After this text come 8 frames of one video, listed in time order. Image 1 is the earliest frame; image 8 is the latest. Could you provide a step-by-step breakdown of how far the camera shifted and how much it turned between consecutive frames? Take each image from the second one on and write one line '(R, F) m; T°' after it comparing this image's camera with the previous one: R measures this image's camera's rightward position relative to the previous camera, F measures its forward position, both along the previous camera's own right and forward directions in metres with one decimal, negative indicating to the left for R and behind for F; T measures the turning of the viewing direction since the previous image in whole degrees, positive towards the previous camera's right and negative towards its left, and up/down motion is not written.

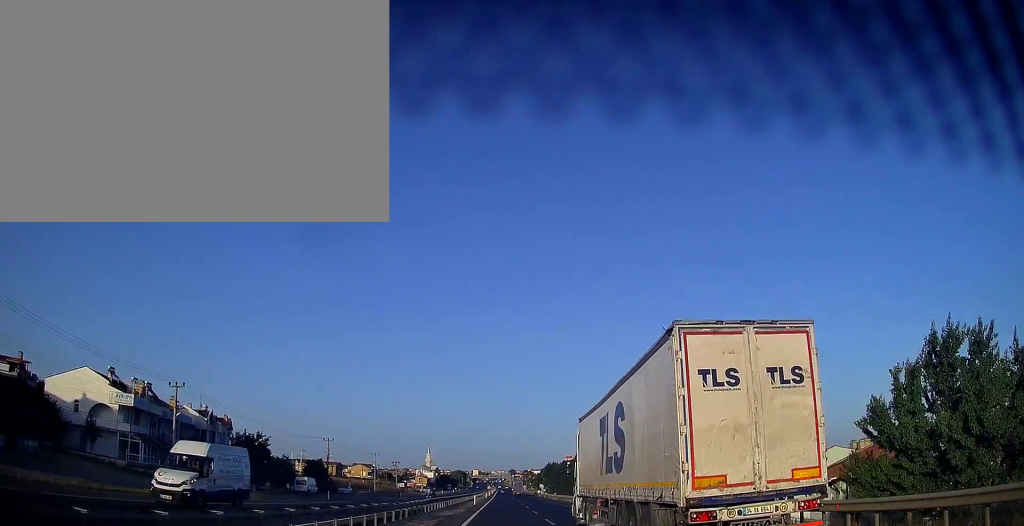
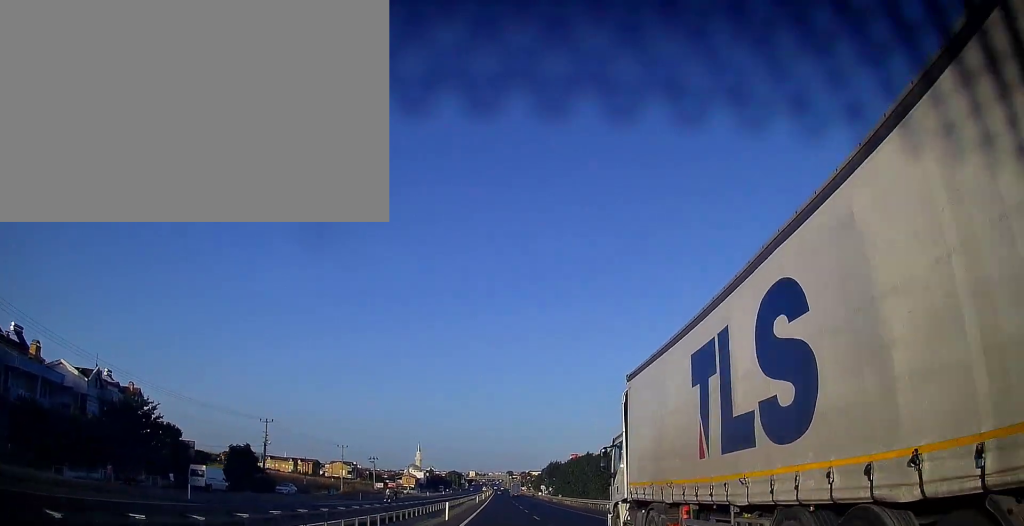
(+0.1, +29.5) m; 0°
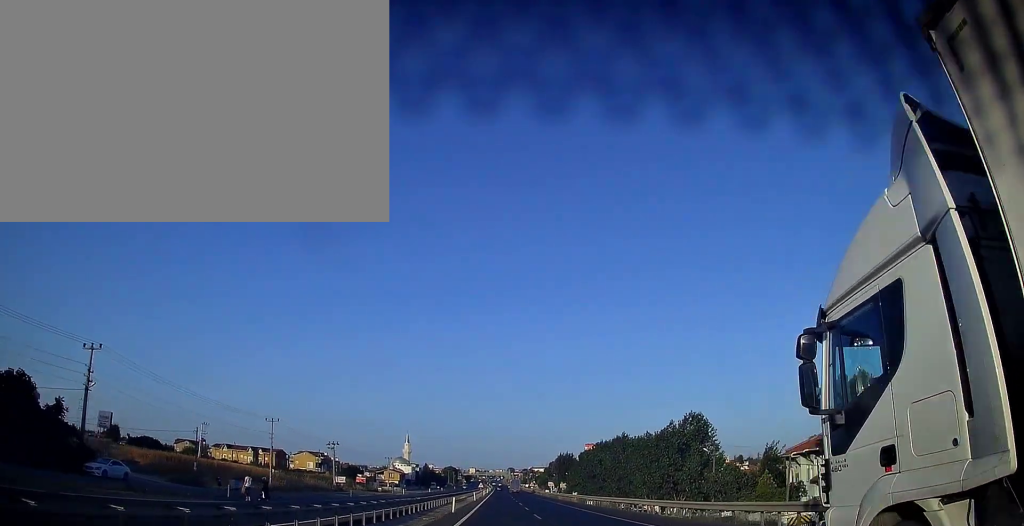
(+0.1, +38.3) m; 0°
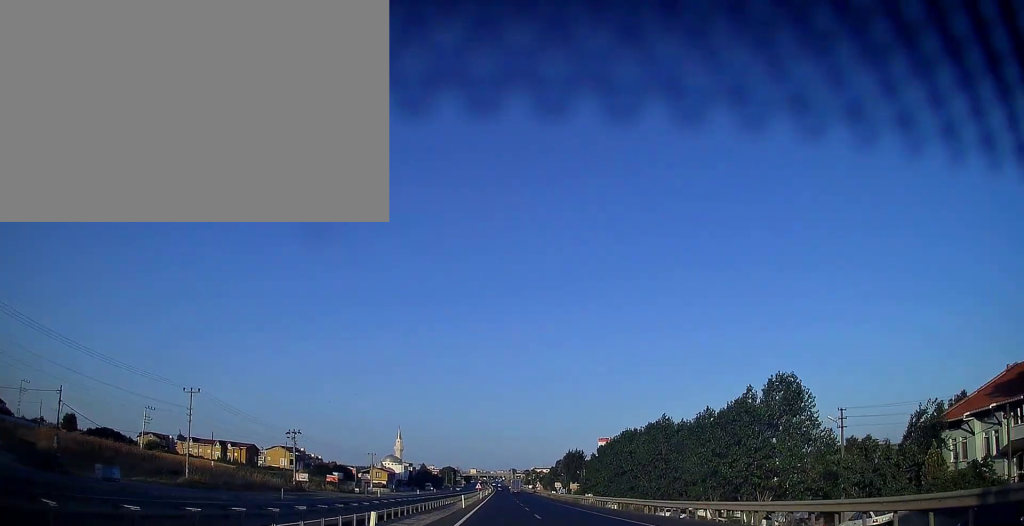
(-0.1, +23.5) m; 0°
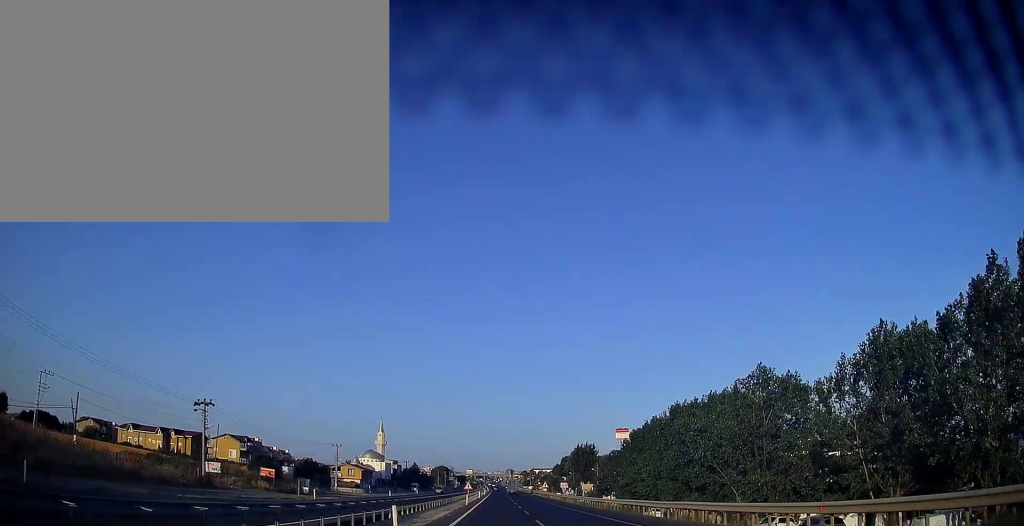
(+0.1, +29.3) m; 0°
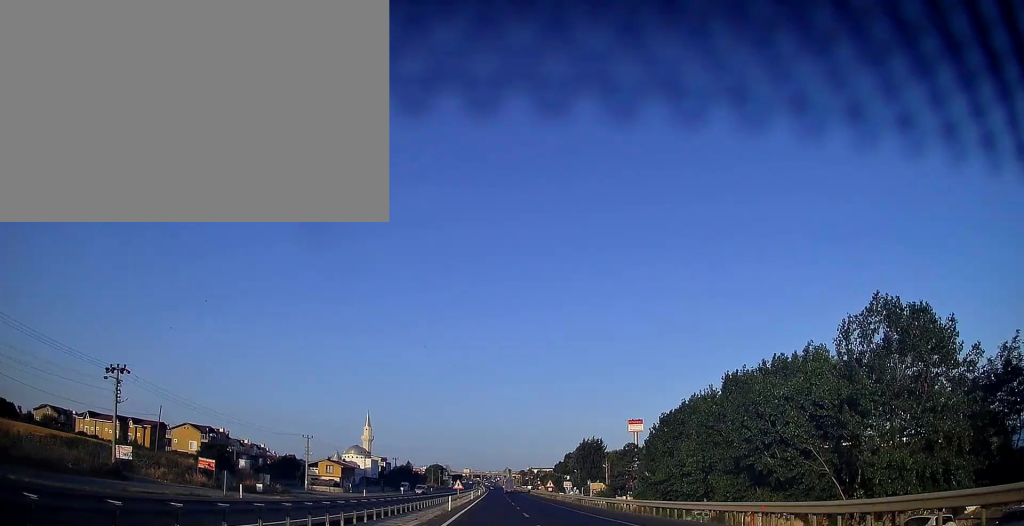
(0.0, +16.6) m; 0°
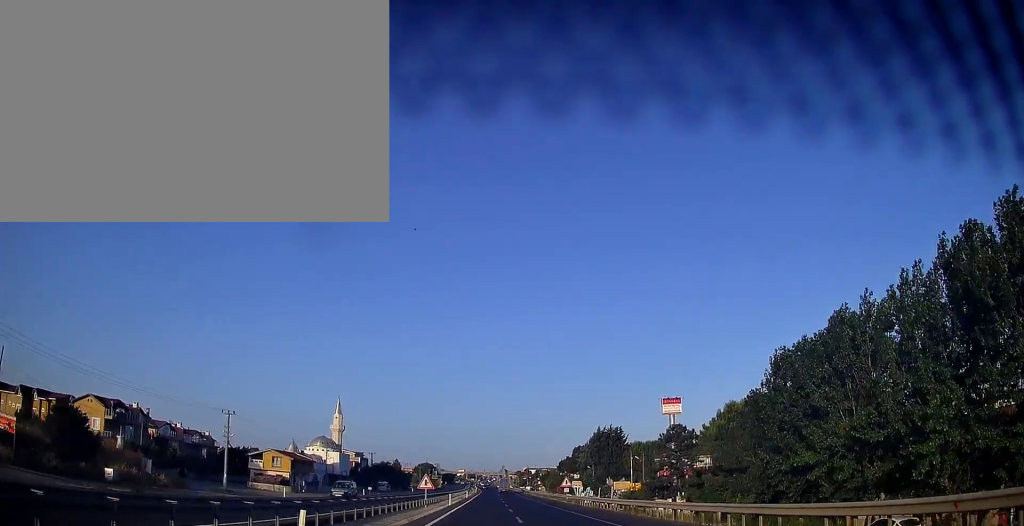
(+0.1, +28.3) m; 0°
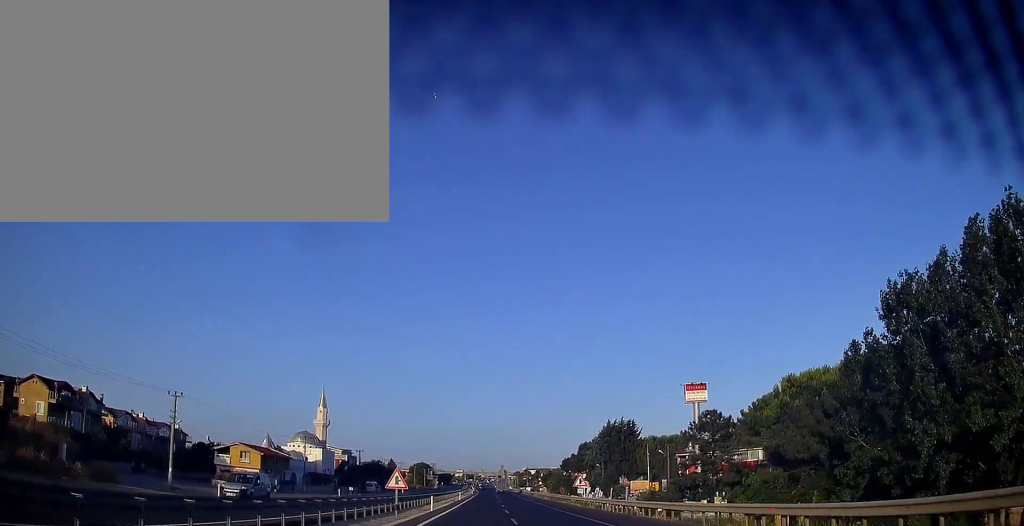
(+0.1, +12.7) m; 0°
